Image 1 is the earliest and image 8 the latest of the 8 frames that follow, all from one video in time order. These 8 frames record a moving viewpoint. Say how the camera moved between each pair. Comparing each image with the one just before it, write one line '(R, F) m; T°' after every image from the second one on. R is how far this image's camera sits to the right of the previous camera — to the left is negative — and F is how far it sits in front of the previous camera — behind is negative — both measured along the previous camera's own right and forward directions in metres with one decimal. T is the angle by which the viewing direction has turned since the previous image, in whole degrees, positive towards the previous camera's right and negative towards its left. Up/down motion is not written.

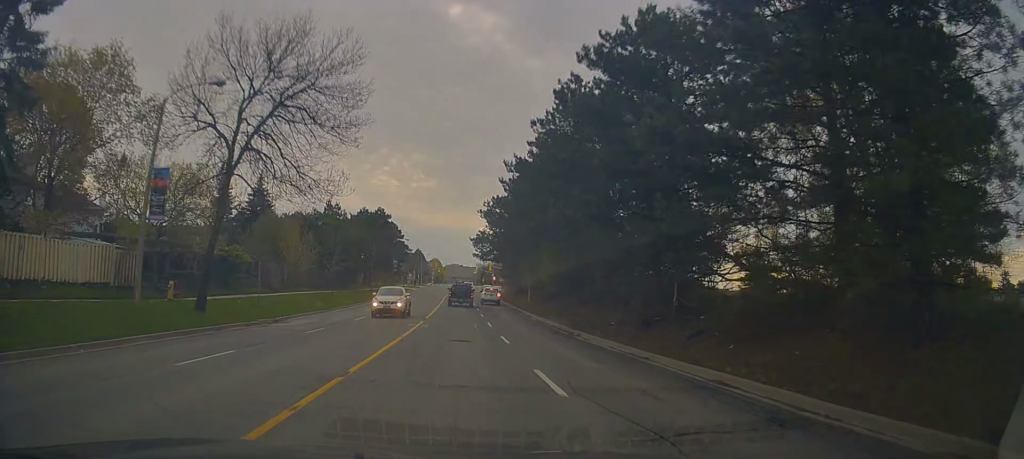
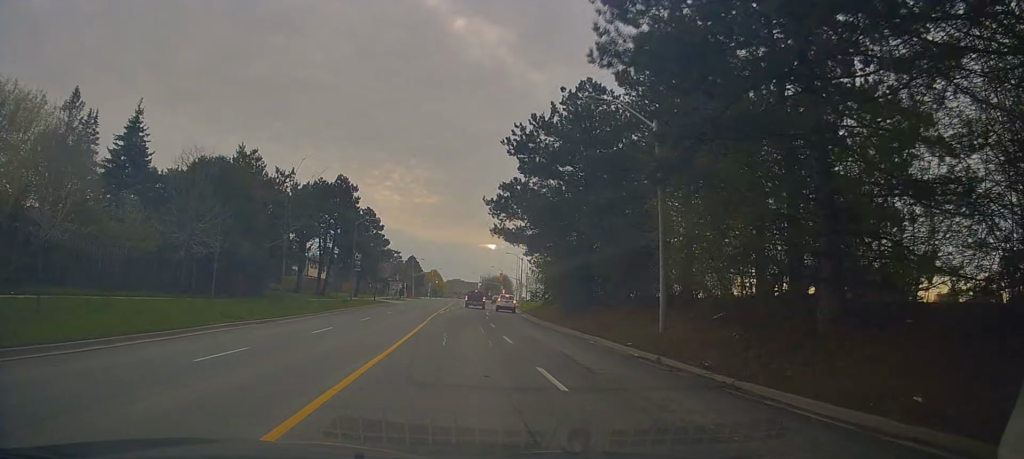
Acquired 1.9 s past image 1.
(-0.6, +32.0) m; -2°
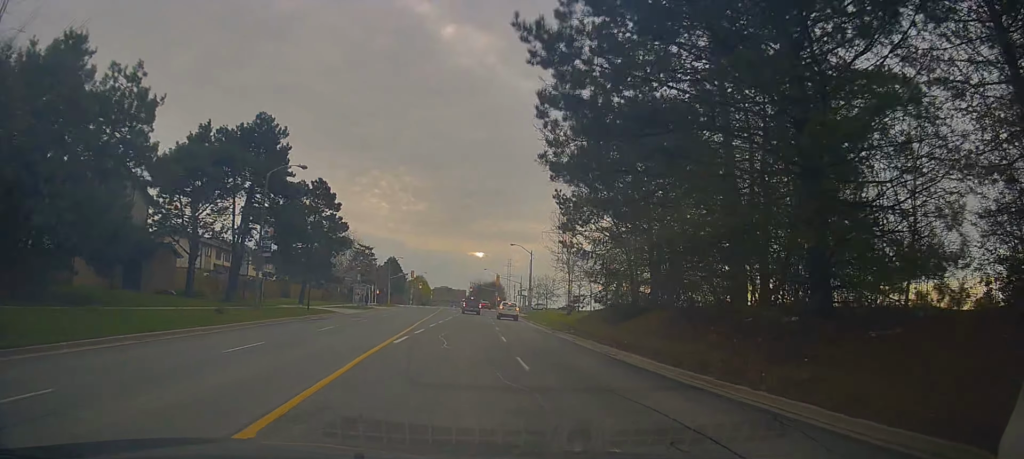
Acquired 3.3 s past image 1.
(+0.1, +23.7) m; +2°
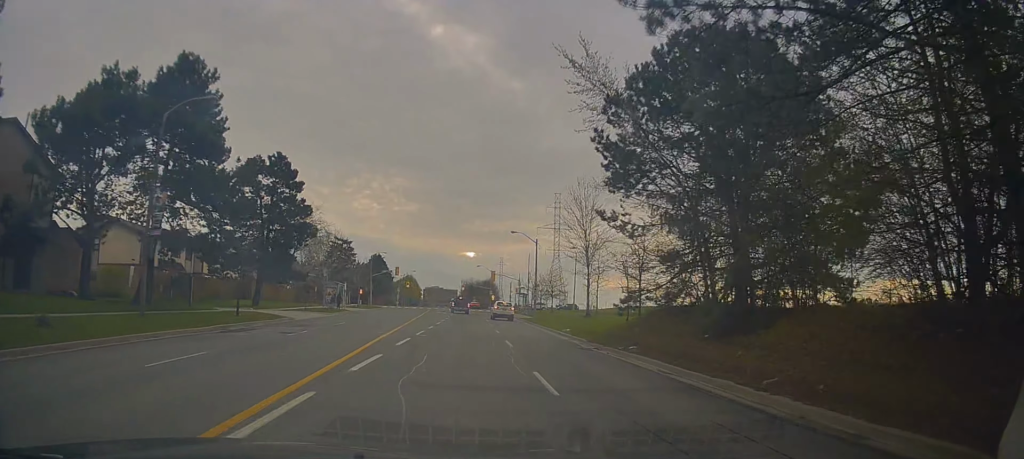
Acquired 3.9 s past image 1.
(+0.1, +11.5) m; +1°
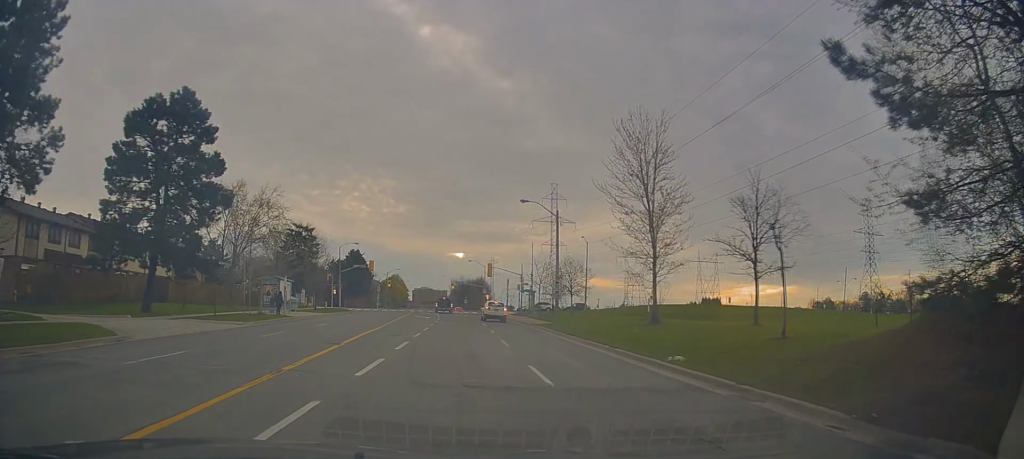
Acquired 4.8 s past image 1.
(+0.3, +18.6) m; +2°
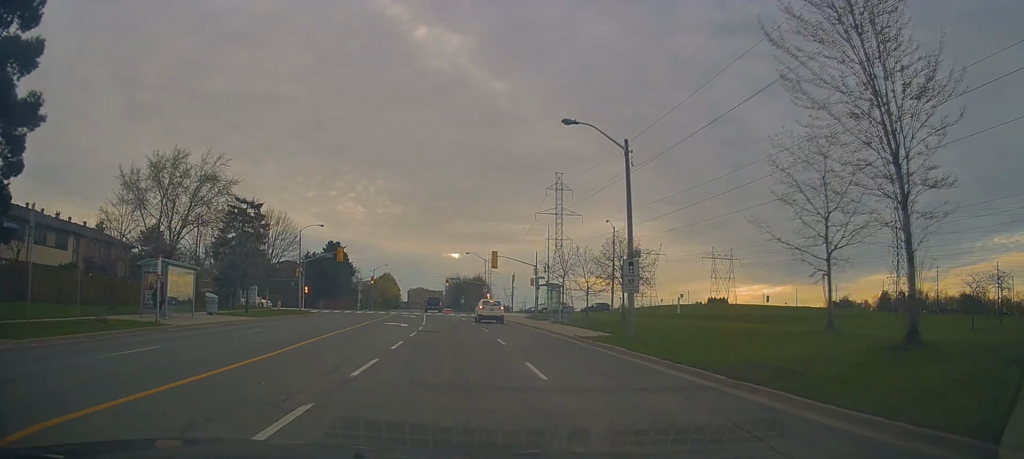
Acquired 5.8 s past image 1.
(+0.3, +15.9) m; +2°
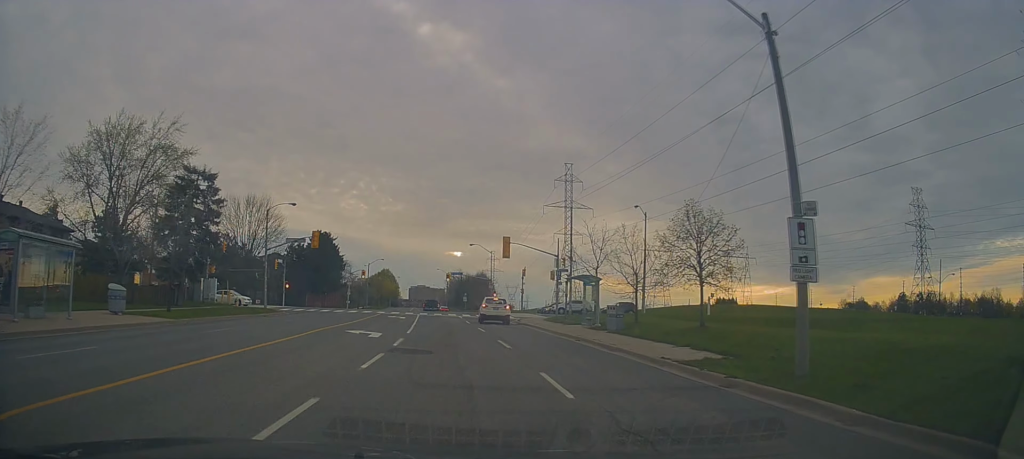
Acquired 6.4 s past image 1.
(+0.2, +11.2) m; 0°
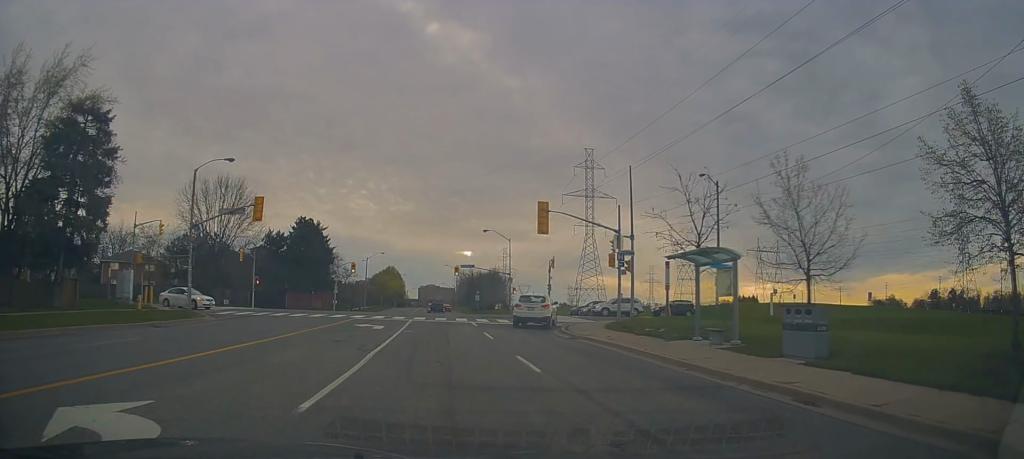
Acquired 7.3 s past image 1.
(-0.2, +15.4) m; -1°
